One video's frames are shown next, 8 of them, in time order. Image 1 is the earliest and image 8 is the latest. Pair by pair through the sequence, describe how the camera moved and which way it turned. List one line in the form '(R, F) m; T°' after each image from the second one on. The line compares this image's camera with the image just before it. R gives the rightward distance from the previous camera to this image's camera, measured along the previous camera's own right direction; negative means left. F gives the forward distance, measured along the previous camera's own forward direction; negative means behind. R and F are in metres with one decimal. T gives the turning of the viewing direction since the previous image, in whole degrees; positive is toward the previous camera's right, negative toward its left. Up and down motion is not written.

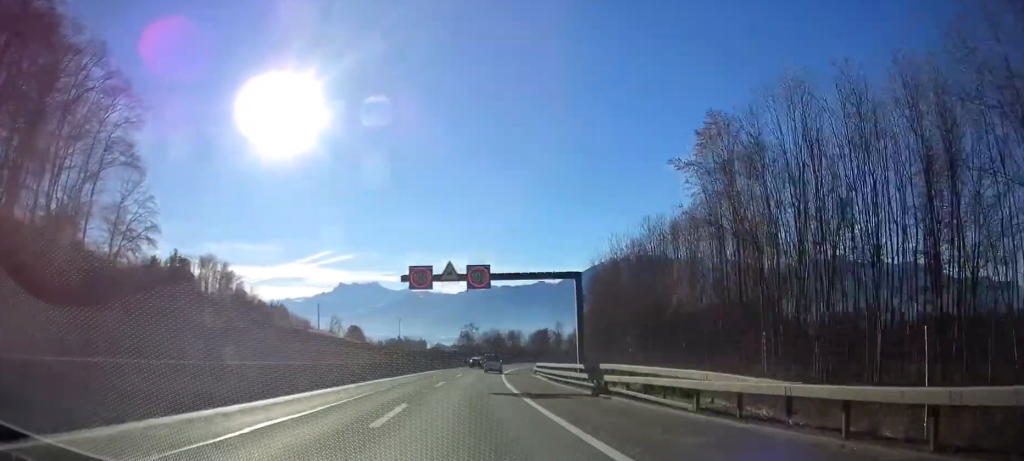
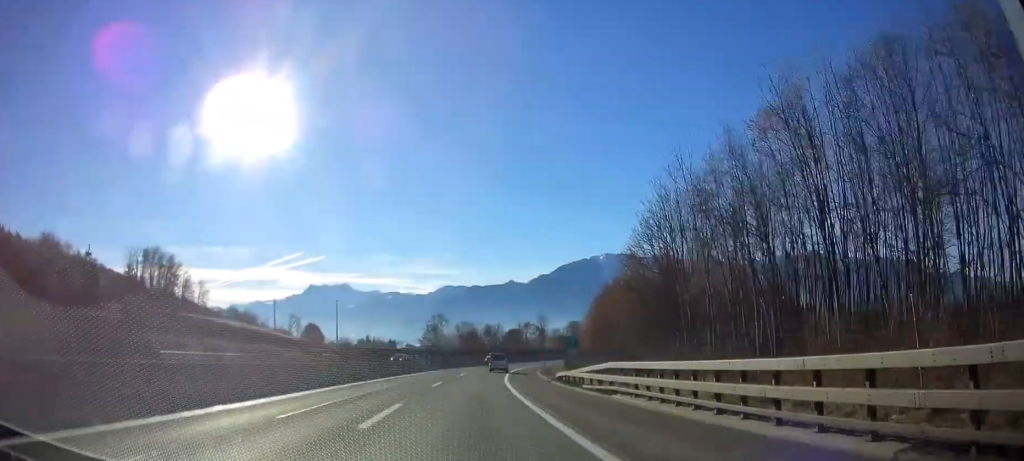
(+0.6, +35.9) m; +2°
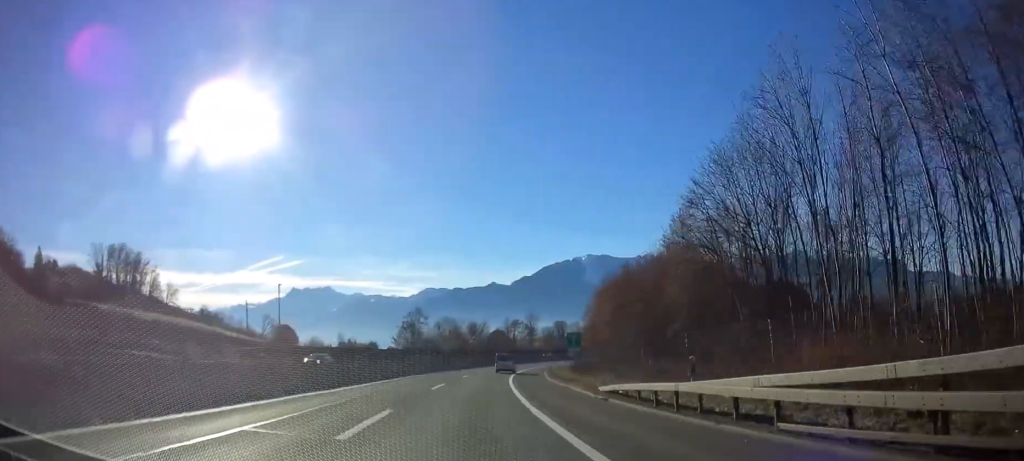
(+0.2, +19.1) m; +1°
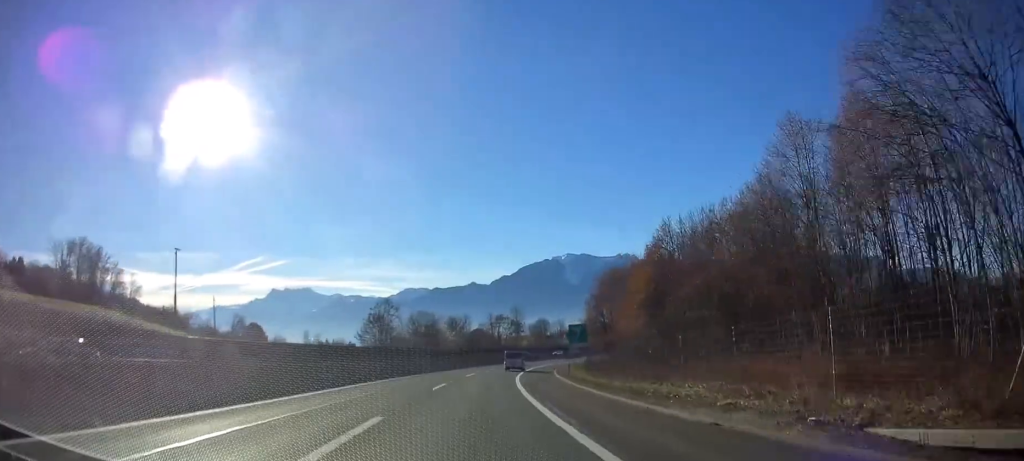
(+0.3, +20.8) m; +2°
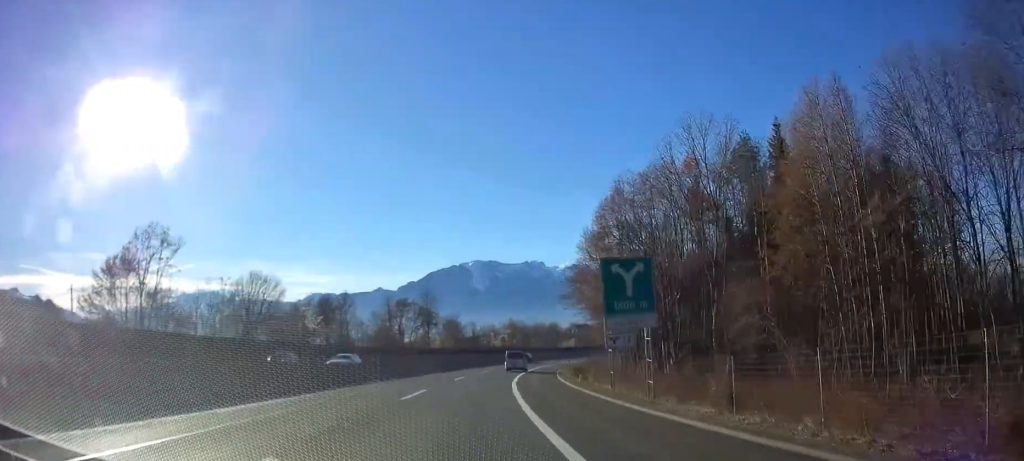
(+3.3, +58.7) m; +7°
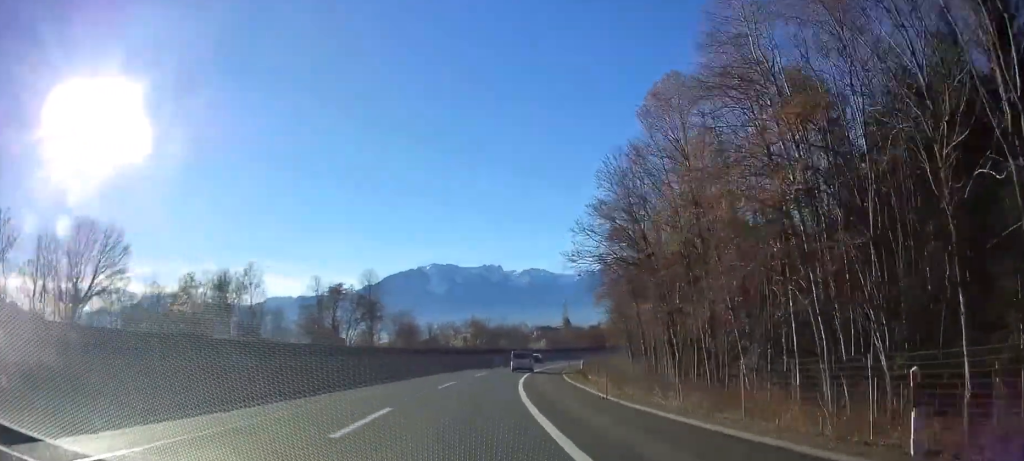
(+0.9, +27.1) m; +4°
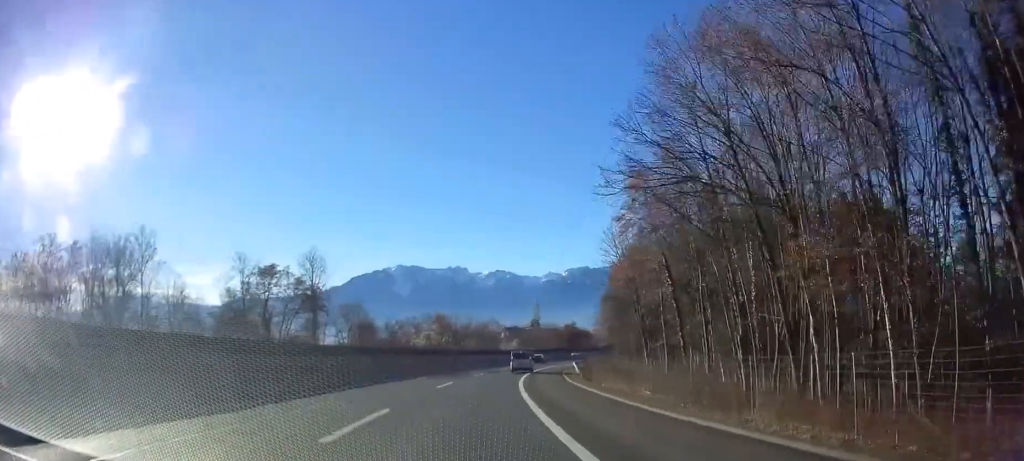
(+0.3, +17.8) m; +3°
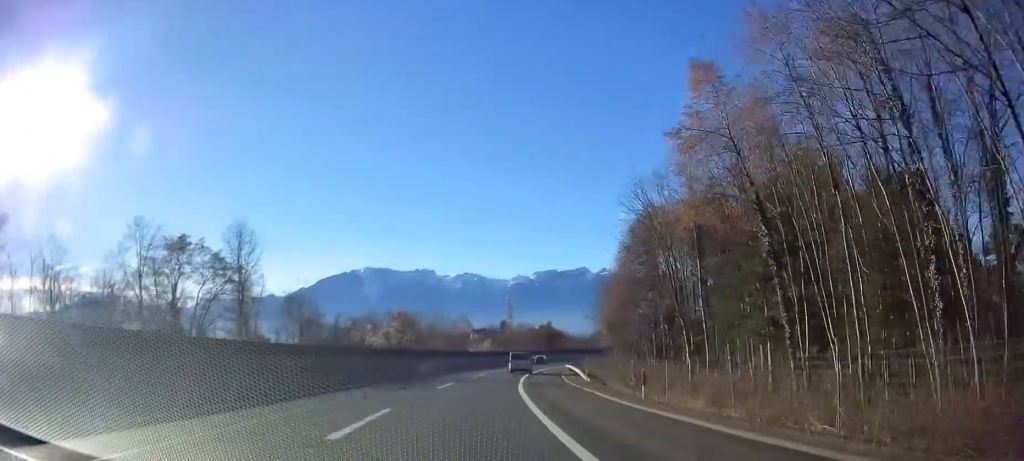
(+0.4, +17.9) m; +3°
